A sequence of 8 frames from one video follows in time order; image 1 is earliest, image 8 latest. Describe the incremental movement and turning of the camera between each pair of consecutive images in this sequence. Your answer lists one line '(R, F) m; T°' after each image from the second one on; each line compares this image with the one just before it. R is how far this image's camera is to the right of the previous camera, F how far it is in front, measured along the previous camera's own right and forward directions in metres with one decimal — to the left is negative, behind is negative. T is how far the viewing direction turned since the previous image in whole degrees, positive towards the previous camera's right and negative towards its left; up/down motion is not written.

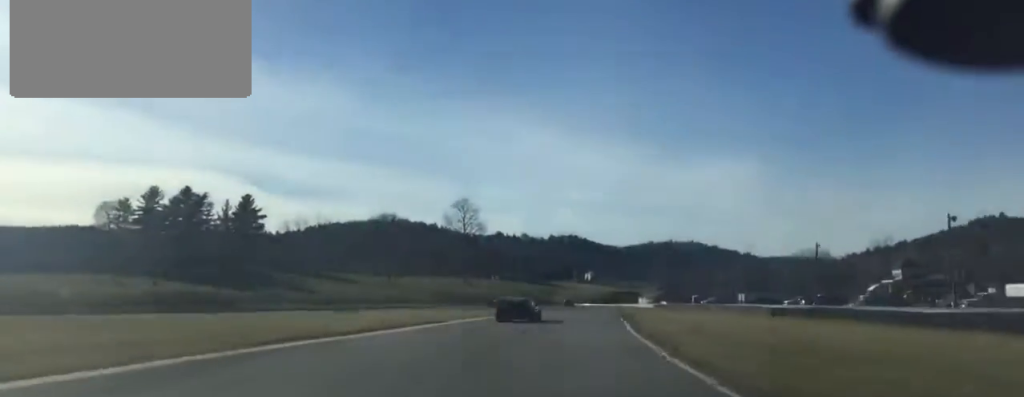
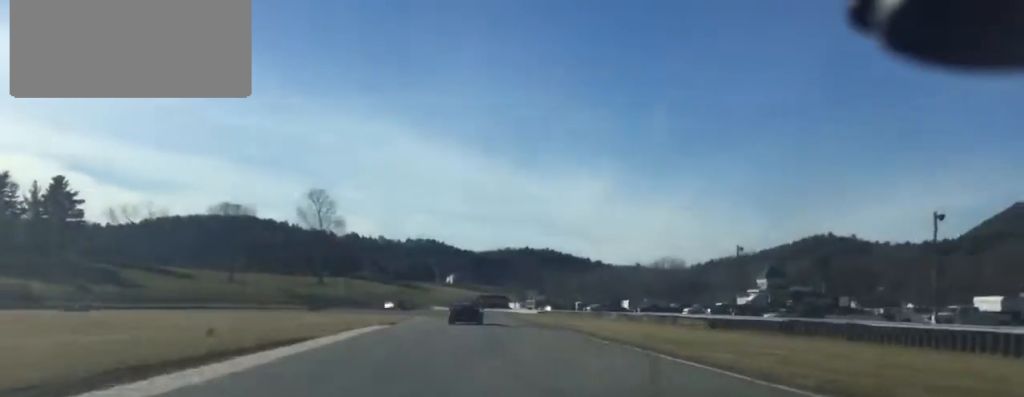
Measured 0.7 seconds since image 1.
(+4.0, +19.5) m; +10°
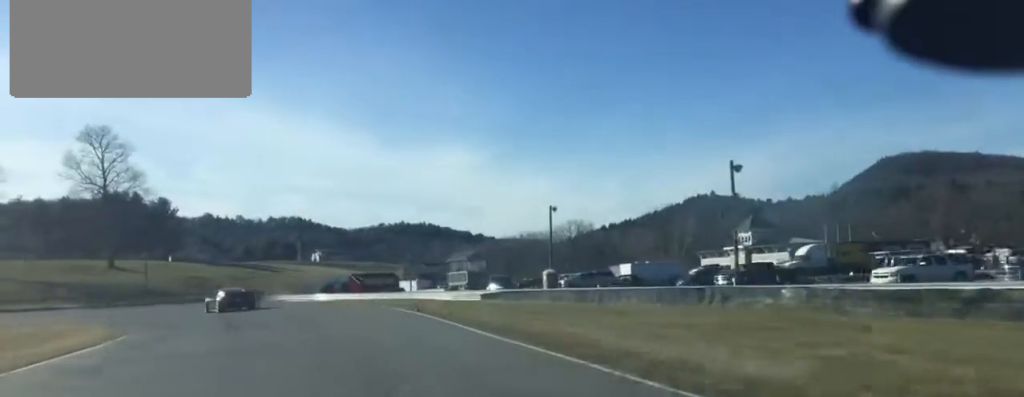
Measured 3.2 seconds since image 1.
(+3.4, +67.8) m; +3°
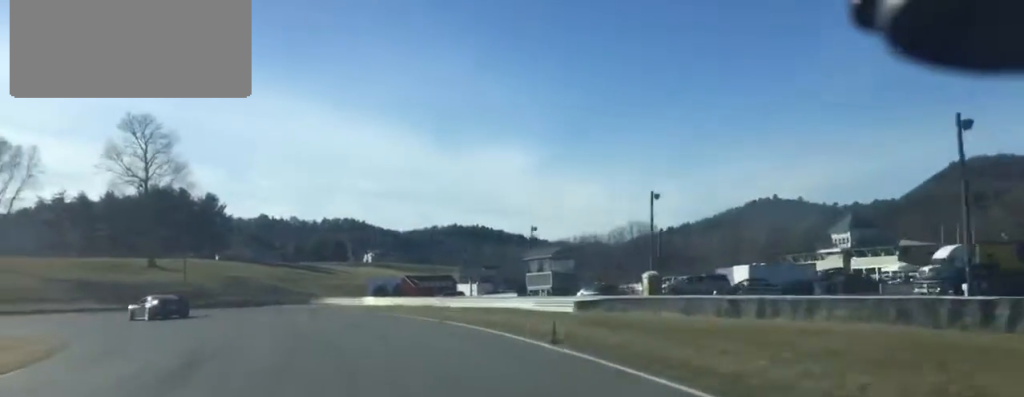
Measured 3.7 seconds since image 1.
(+0.4, +14.1) m; -3°
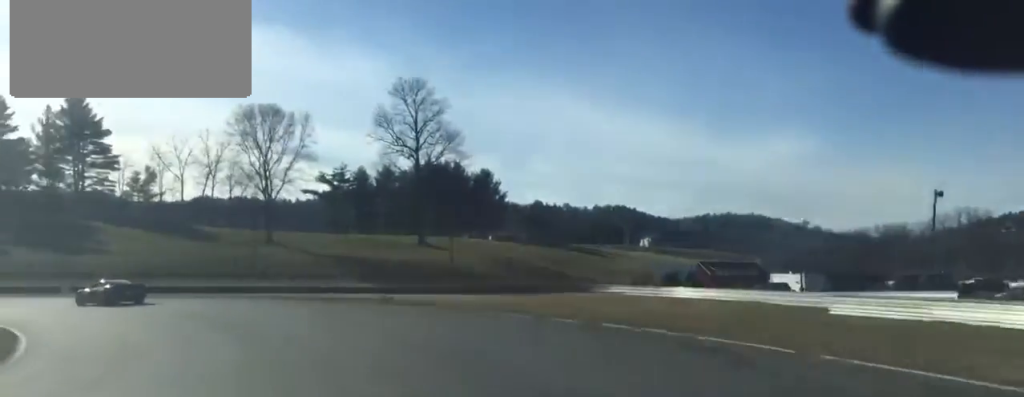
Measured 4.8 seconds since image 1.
(-2.8, +26.3) m; -13°
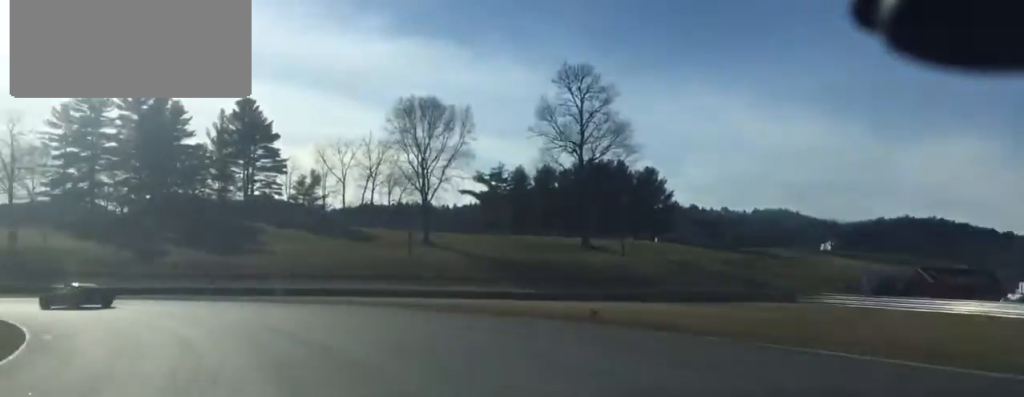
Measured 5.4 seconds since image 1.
(-1.0, +12.7) m; -11°
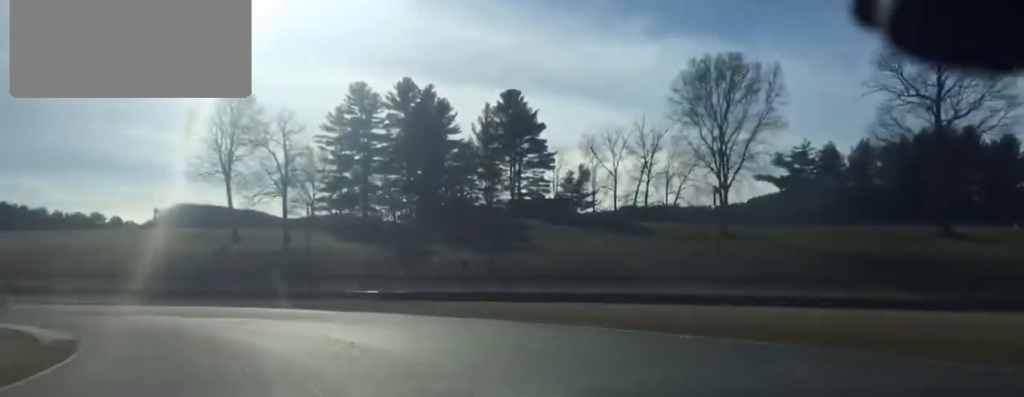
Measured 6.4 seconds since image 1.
(-4.0, +20.9) m; -21°
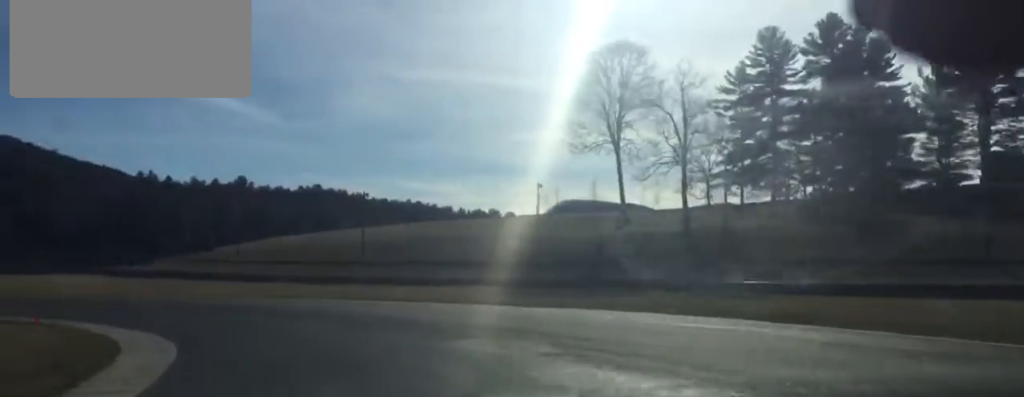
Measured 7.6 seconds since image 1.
(-5.3, +26.9) m; -24°
